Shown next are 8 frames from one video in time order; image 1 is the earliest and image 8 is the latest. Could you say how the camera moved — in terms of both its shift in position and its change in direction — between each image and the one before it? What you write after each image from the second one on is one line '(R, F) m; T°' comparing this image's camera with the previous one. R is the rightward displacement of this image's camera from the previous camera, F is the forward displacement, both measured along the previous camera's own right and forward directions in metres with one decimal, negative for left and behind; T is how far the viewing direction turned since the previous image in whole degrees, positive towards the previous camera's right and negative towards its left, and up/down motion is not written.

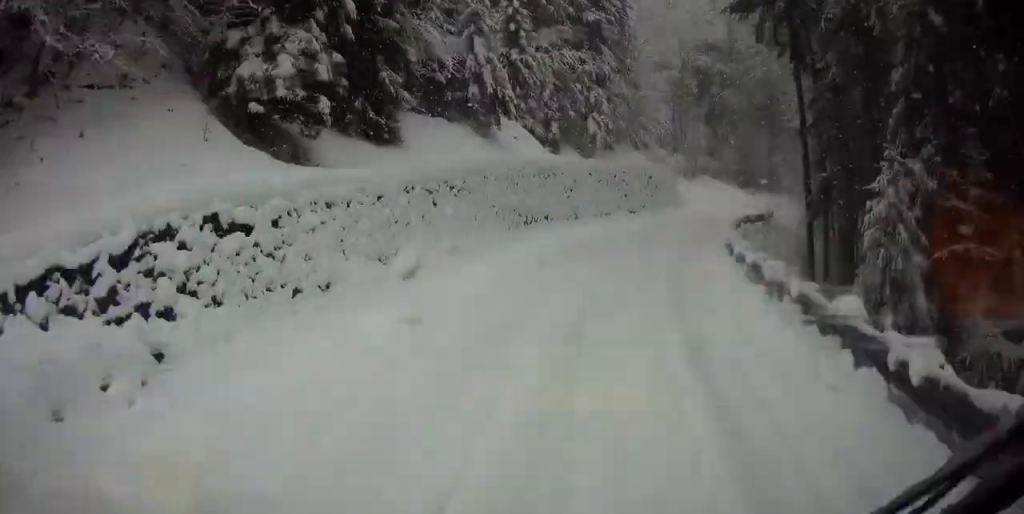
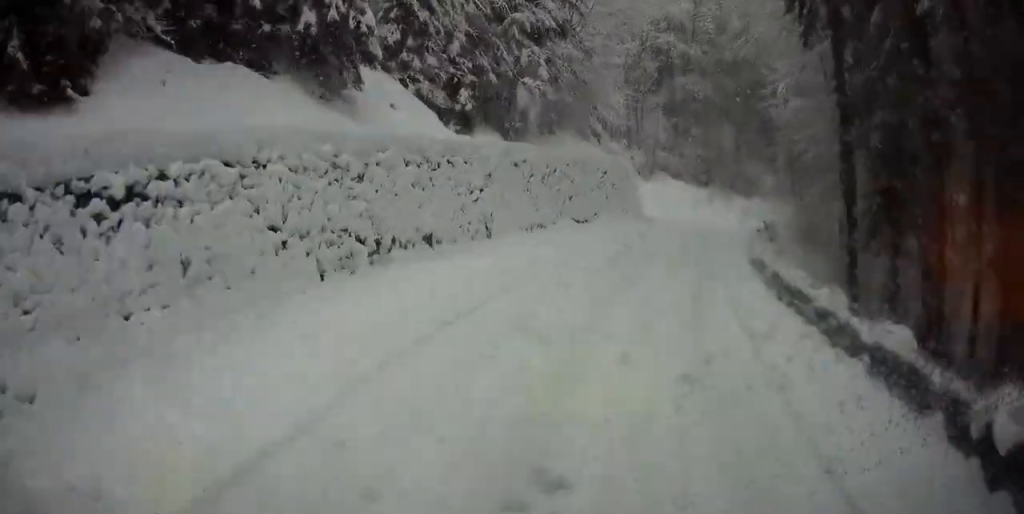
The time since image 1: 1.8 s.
(+0.8, +10.6) m; +5°
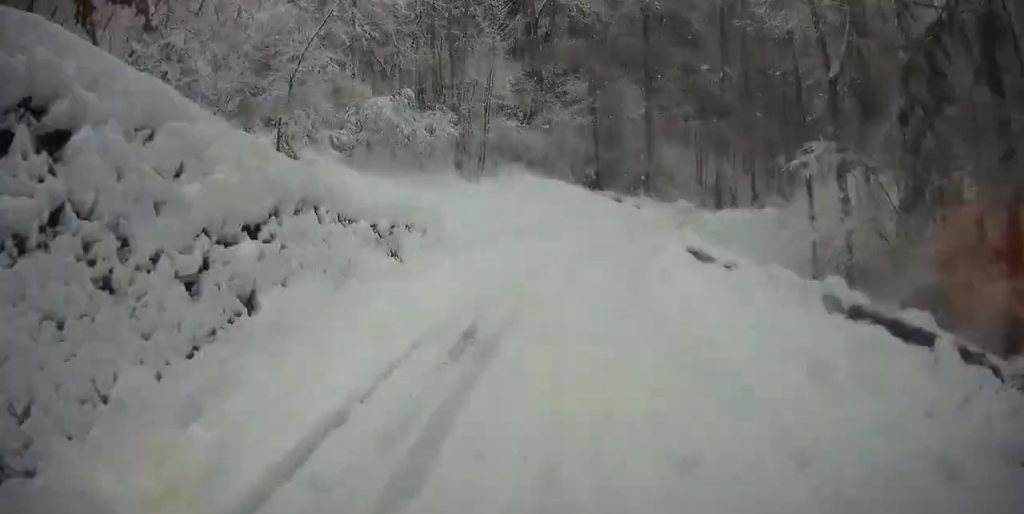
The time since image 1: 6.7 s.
(+4.4, +31.6) m; +17°
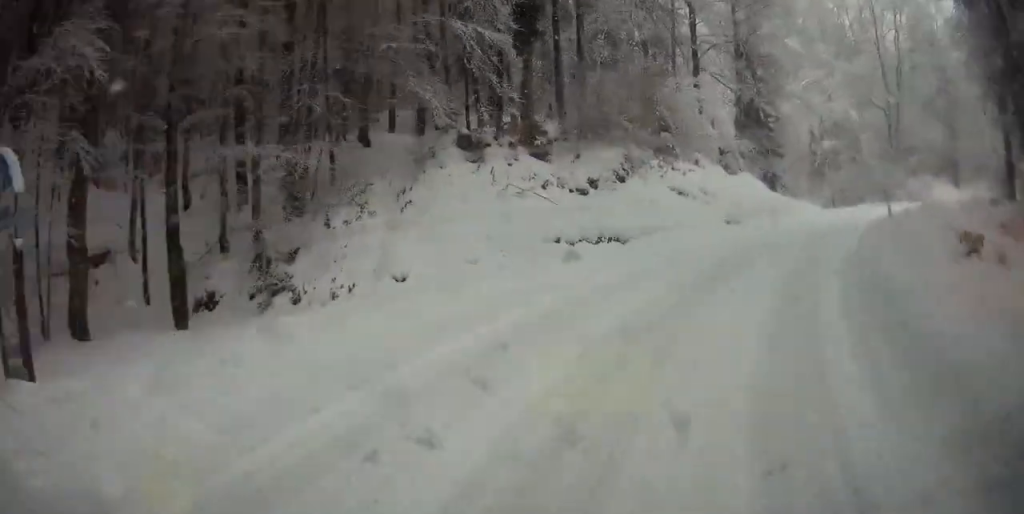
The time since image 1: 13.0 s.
(+10.5, +38.5) m; +40°
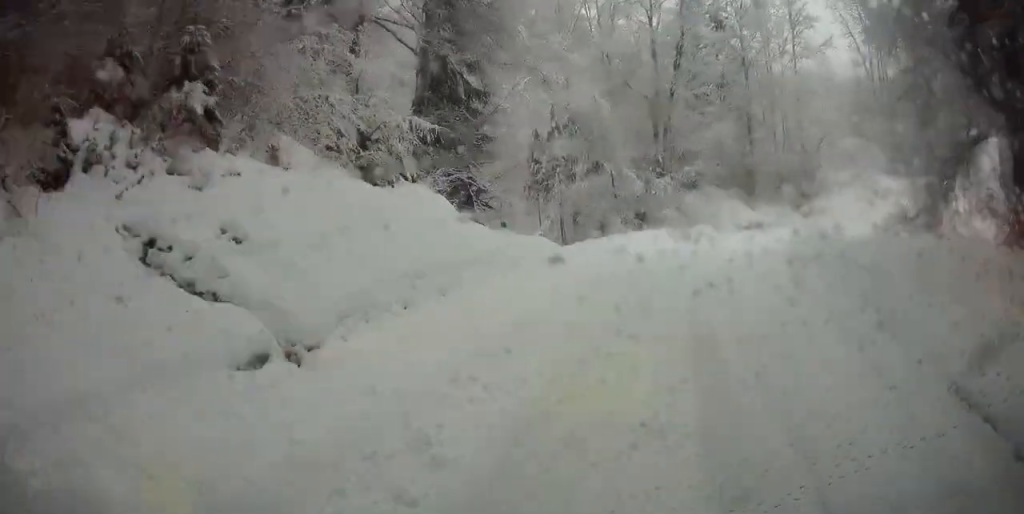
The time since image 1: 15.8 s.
(+4.3, +19.0) m; +20°
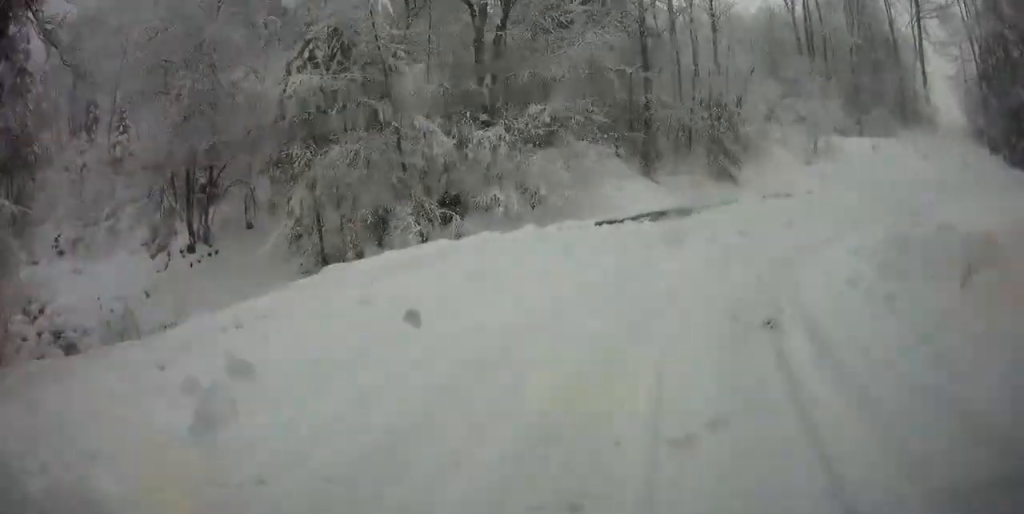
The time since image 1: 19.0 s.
(+4.3, +20.5) m; +31°
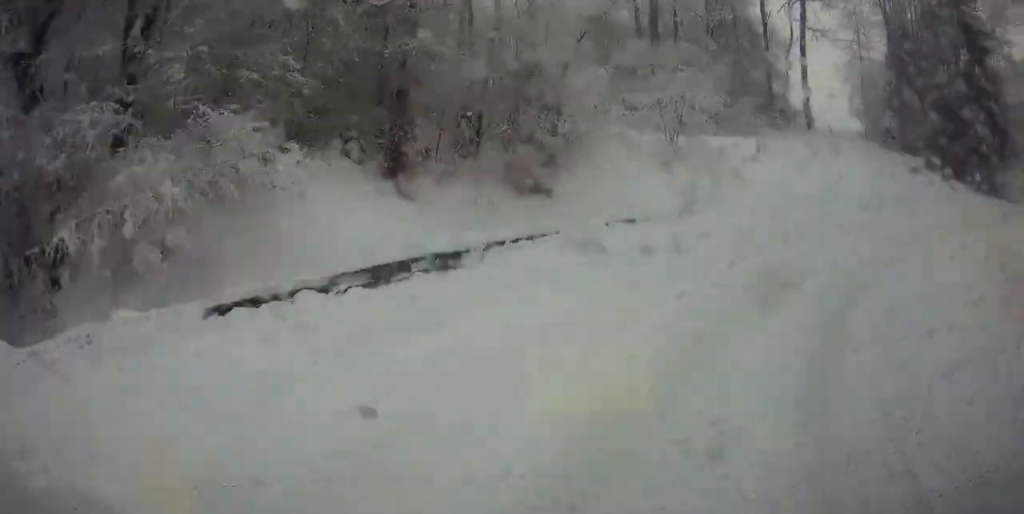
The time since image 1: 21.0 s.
(-0.9, +12.0) m; +20°
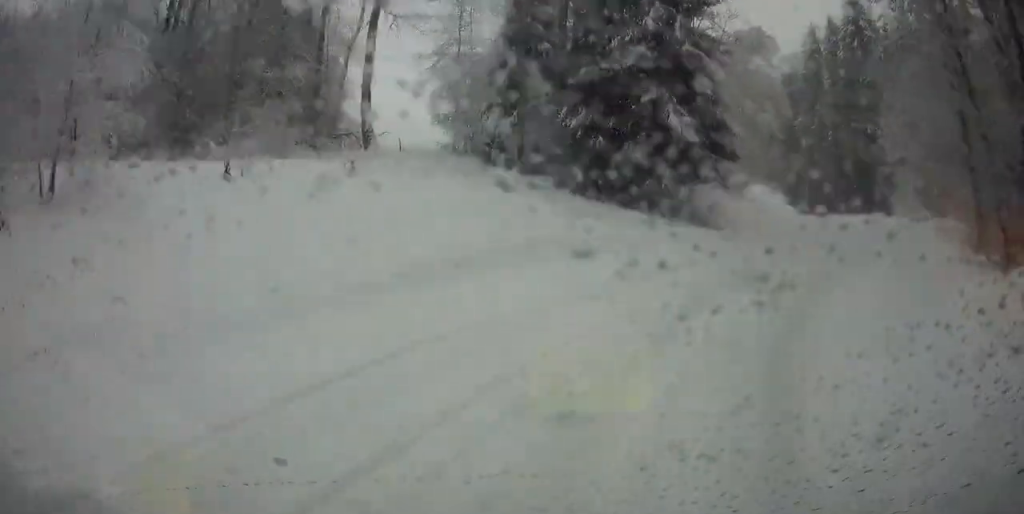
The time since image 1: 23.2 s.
(+6.6, +13.6) m; +20°
